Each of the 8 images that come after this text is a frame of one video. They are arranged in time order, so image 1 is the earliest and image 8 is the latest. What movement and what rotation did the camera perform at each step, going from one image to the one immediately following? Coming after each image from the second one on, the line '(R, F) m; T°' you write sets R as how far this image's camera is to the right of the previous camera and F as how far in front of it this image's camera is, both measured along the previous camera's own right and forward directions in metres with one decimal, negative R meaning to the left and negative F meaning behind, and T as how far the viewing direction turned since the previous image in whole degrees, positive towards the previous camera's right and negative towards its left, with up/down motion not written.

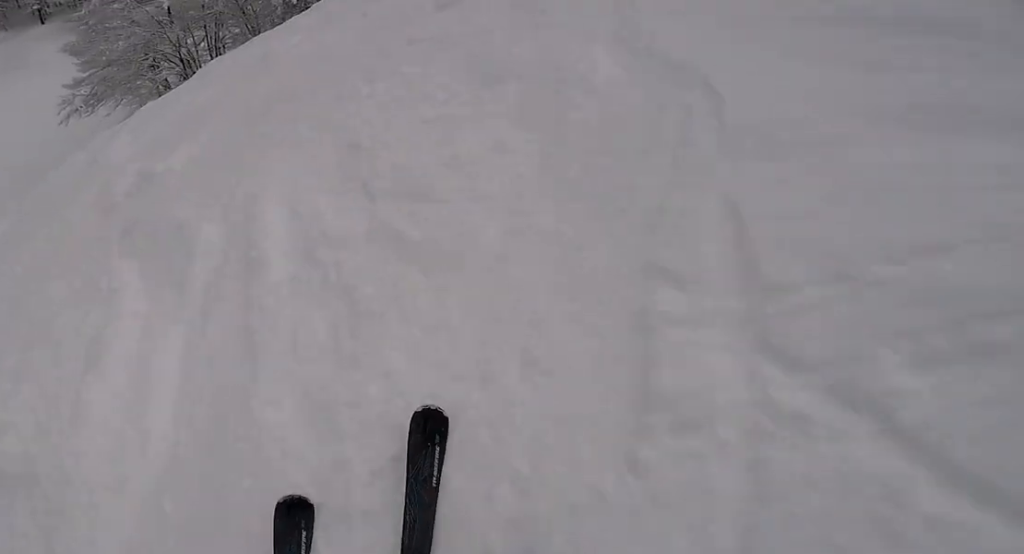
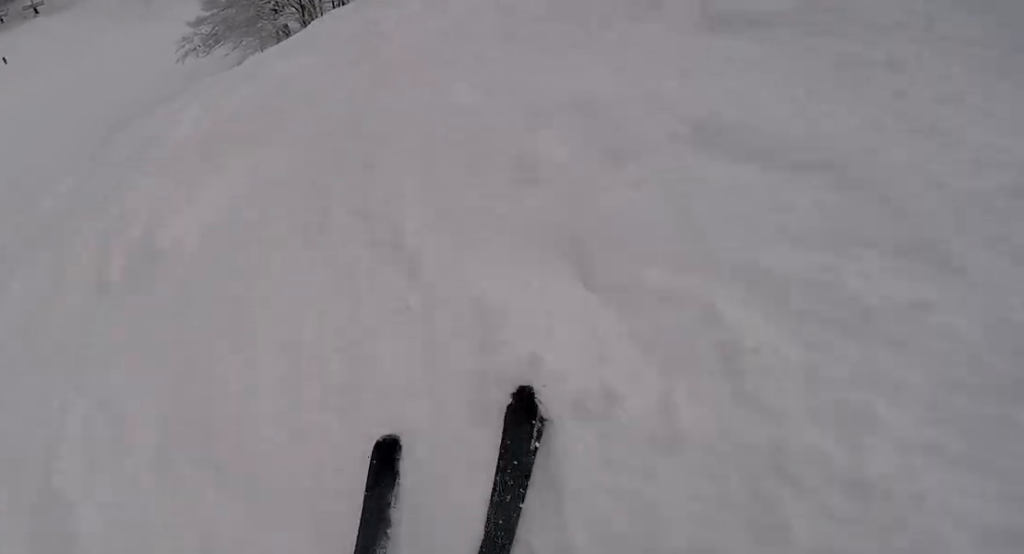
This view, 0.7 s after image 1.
(+0.1, +2.4) m; +3°
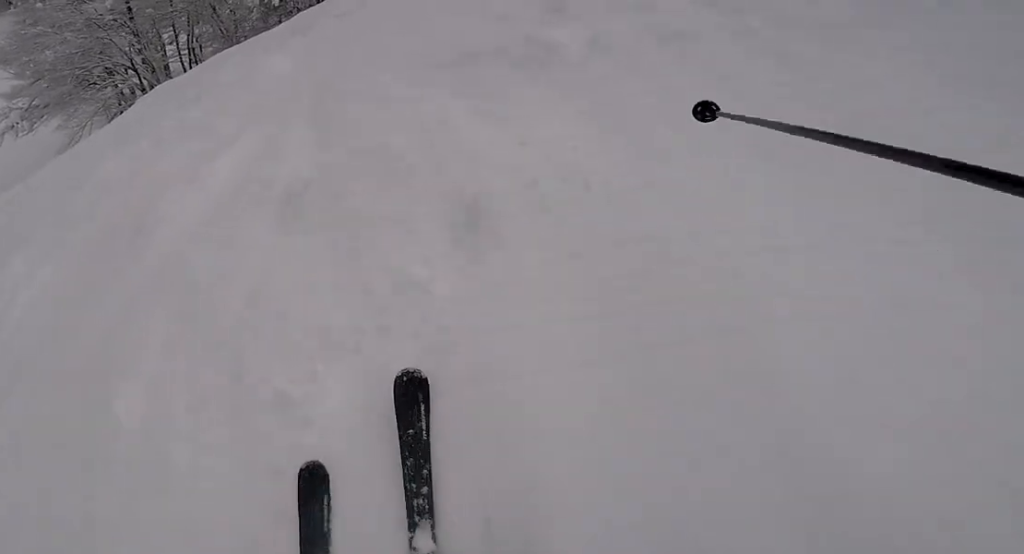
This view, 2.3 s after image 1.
(+0.1, +5.3) m; -2°
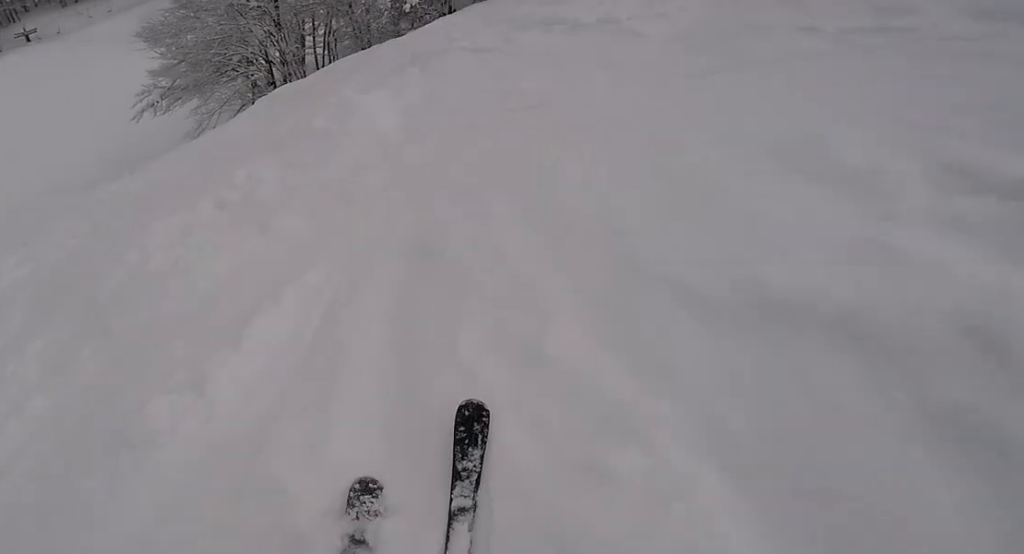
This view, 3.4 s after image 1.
(-0.3, +3.3) m; -15°
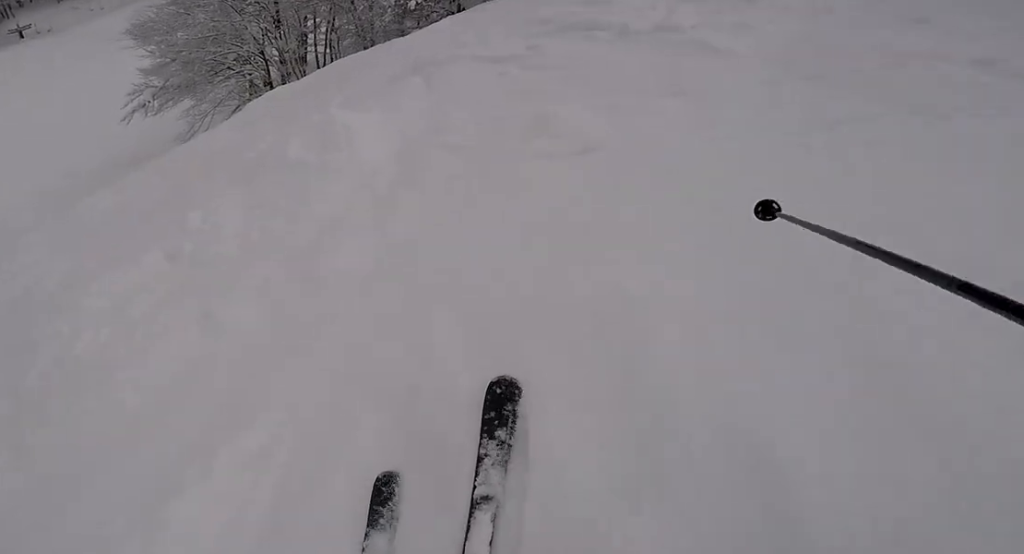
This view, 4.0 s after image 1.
(-0.1, +1.5) m; -14°
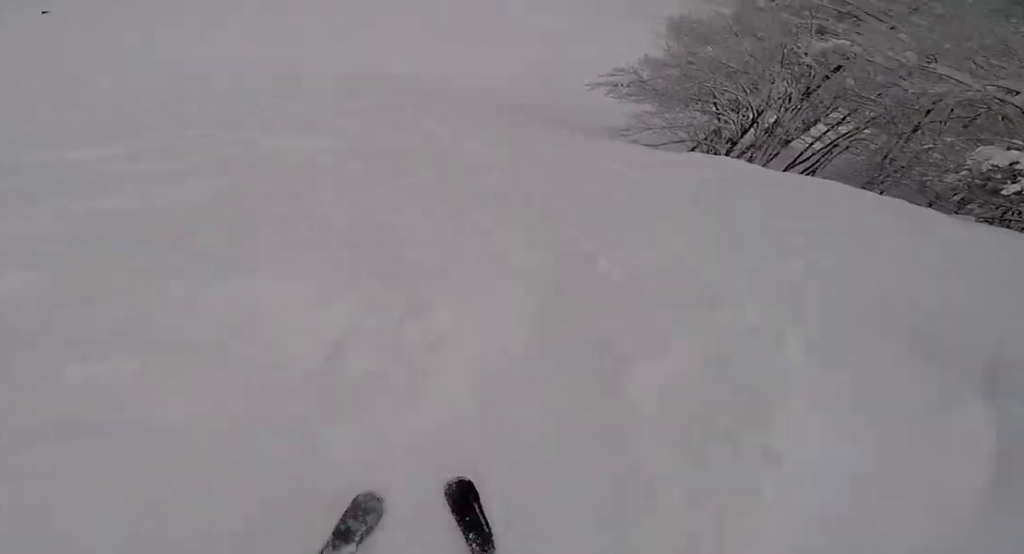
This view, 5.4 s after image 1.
(-1.2, +2.1) m; -60°
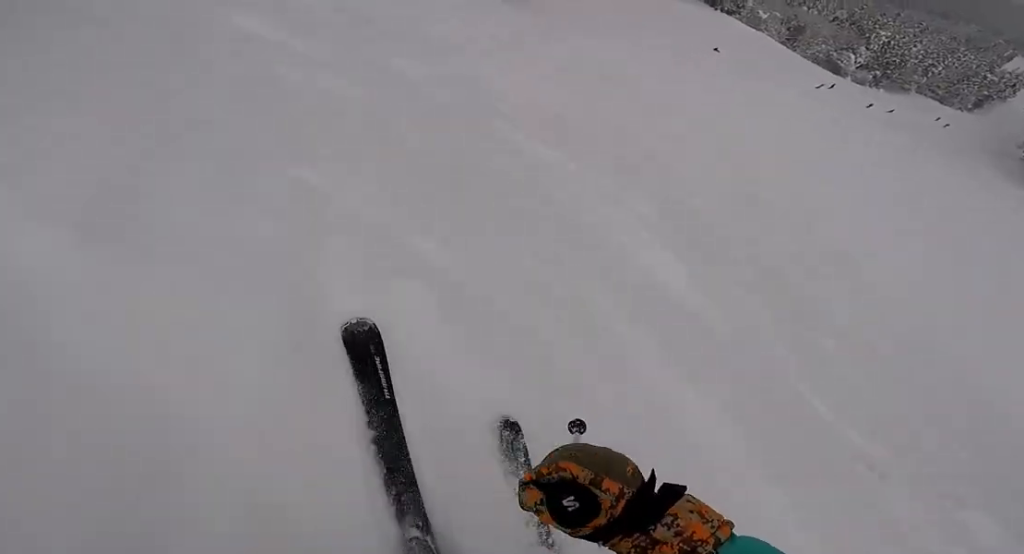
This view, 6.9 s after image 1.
(-1.6, +3.4) m; -37°
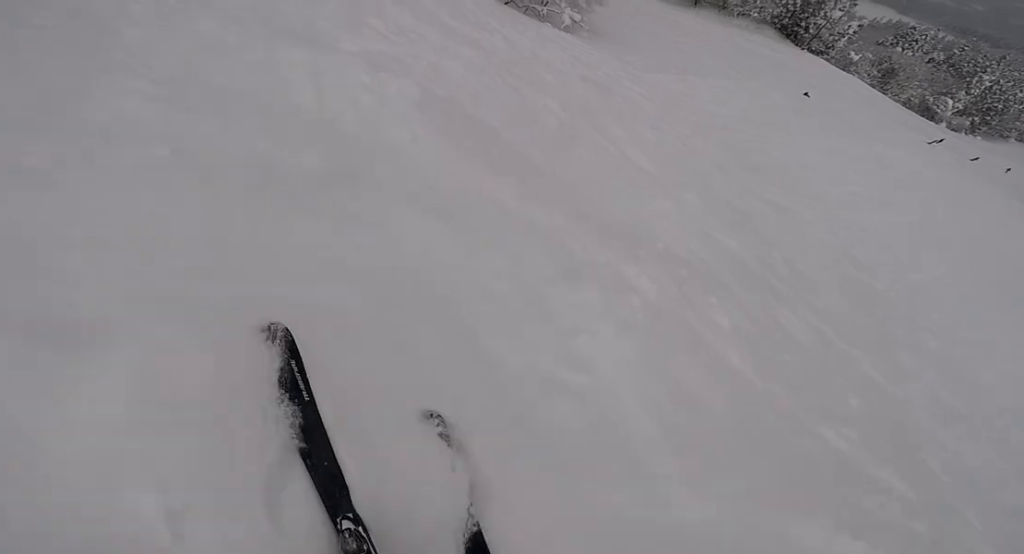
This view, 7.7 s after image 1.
(-0.3, +3.0) m; -10°
